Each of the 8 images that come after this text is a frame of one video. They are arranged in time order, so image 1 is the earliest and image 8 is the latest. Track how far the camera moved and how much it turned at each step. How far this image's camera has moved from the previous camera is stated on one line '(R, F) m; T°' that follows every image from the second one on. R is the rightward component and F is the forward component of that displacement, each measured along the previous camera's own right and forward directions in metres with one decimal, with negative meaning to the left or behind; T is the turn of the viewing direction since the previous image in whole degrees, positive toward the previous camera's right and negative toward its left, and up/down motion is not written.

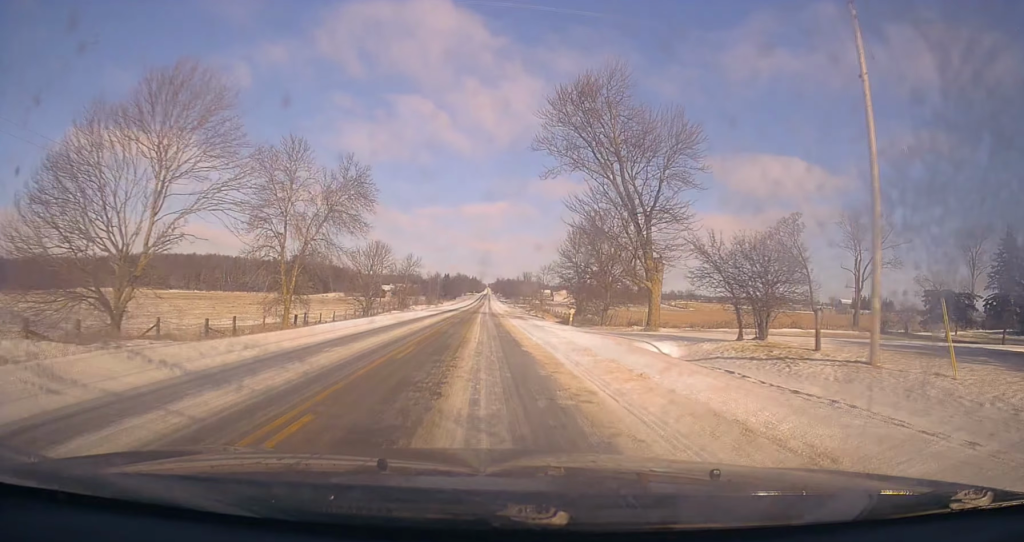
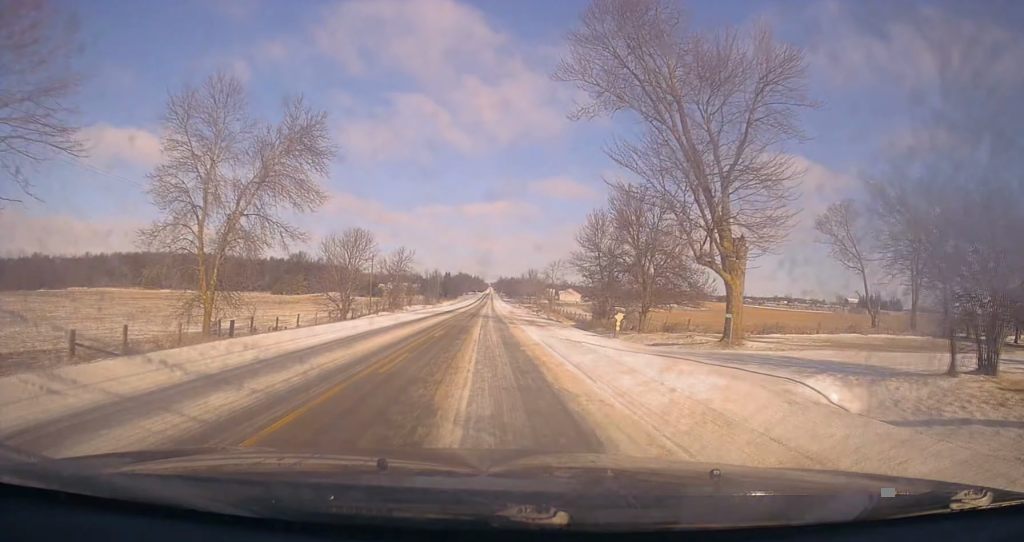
(+0.1, +12.3) m; 0°
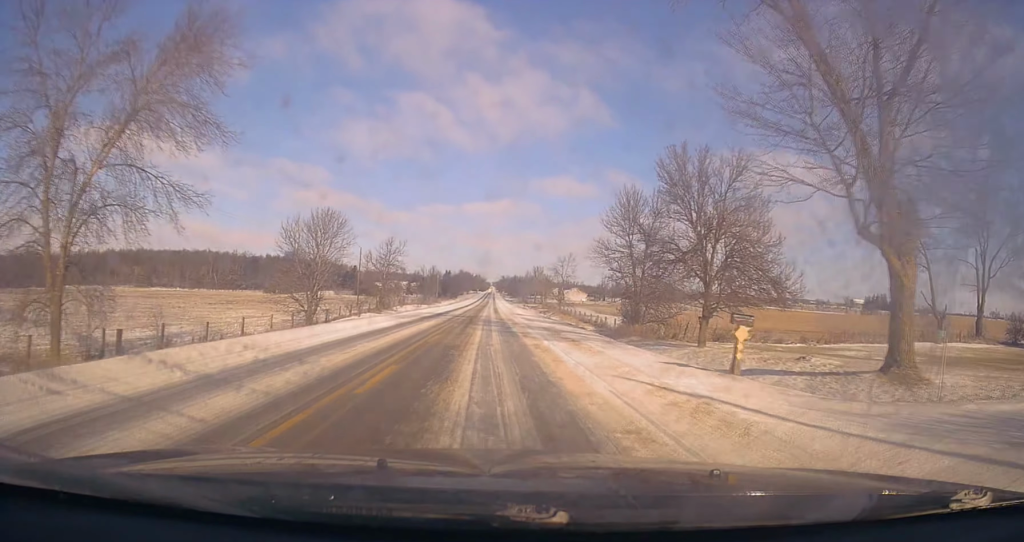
(0.0, +11.1) m; 0°
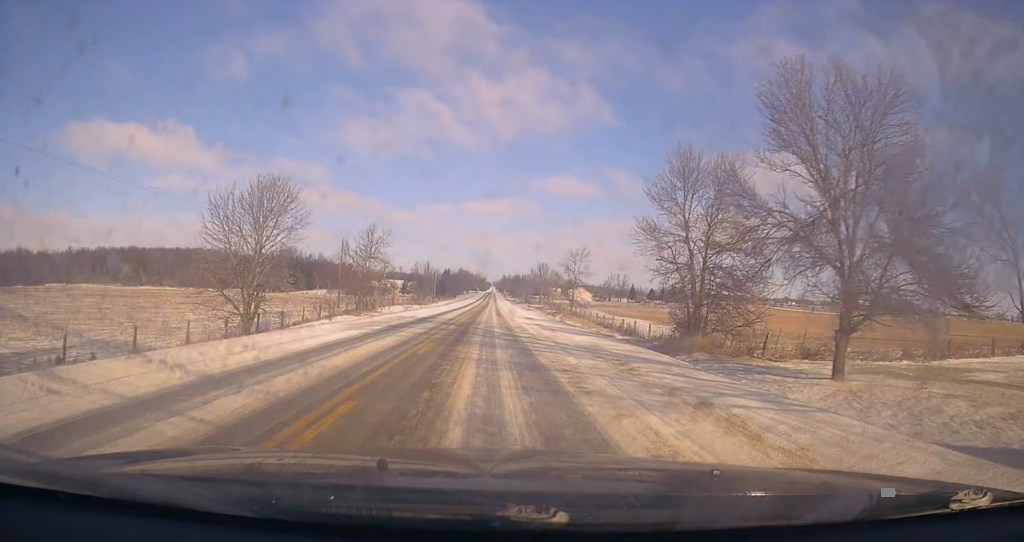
(-0.1, +12.5) m; -1°
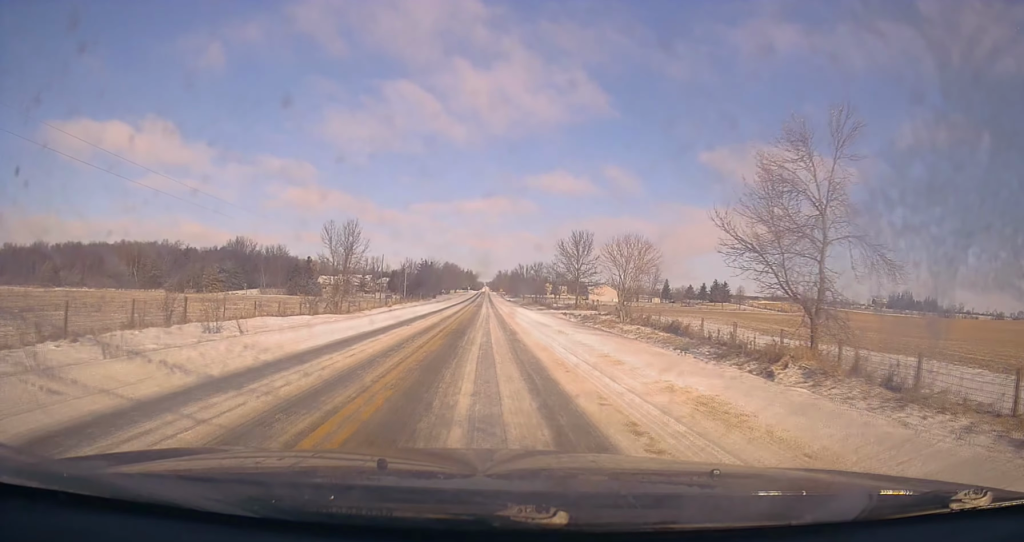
(-0.3, +62.3) m; 0°
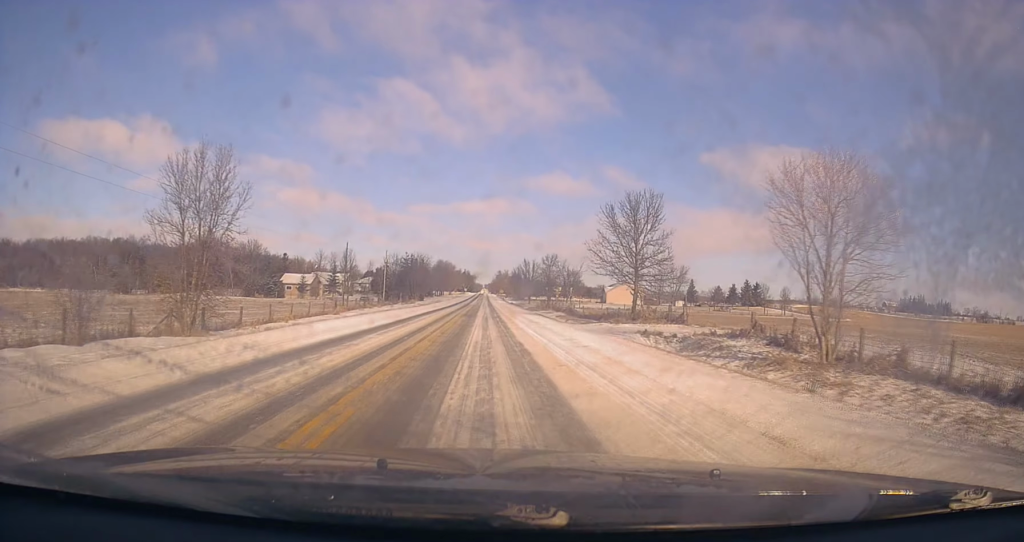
(0.0, +29.7) m; 0°
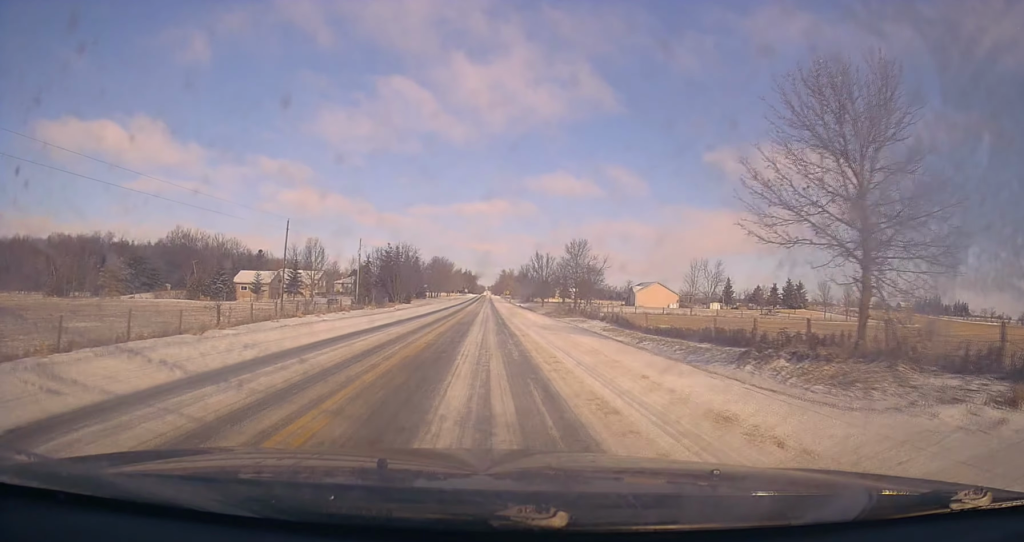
(+0.1, +27.4) m; 0°
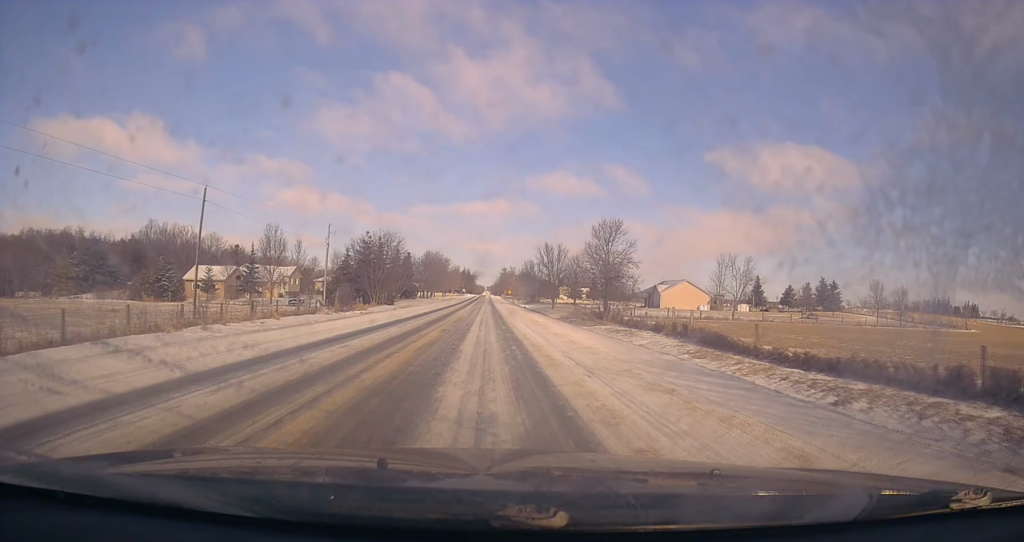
(0.0, +19.7) m; 0°
